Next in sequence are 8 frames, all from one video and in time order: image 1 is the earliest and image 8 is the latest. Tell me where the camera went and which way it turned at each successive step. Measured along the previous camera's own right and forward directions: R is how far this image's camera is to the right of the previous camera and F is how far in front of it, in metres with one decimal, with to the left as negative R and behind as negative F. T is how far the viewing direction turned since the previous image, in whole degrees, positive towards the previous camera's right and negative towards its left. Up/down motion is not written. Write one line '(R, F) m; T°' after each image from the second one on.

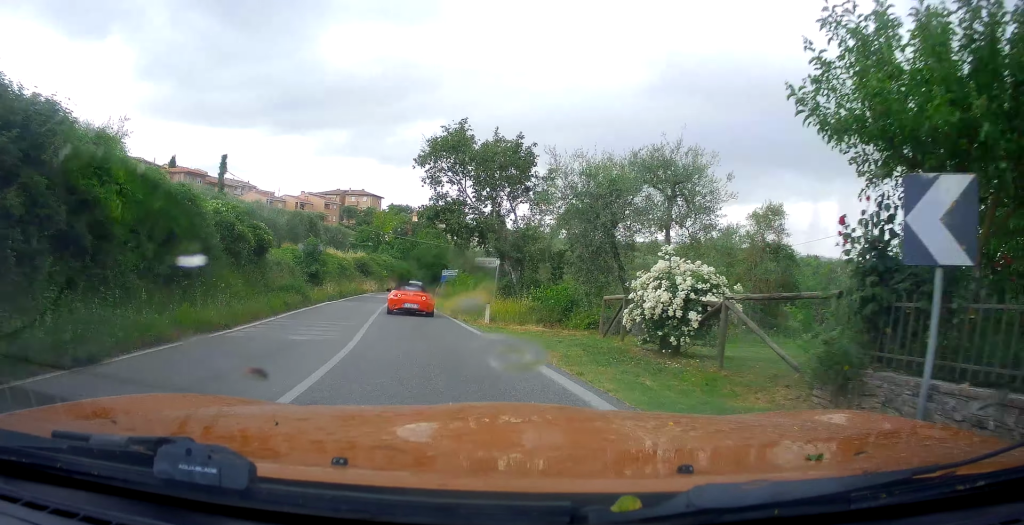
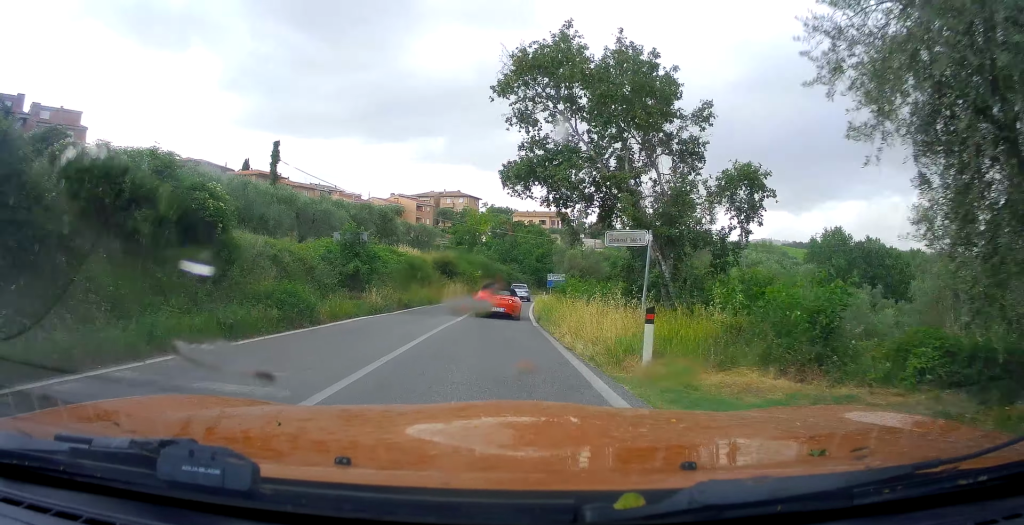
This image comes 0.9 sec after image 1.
(-1.3, +10.3) m; -10°
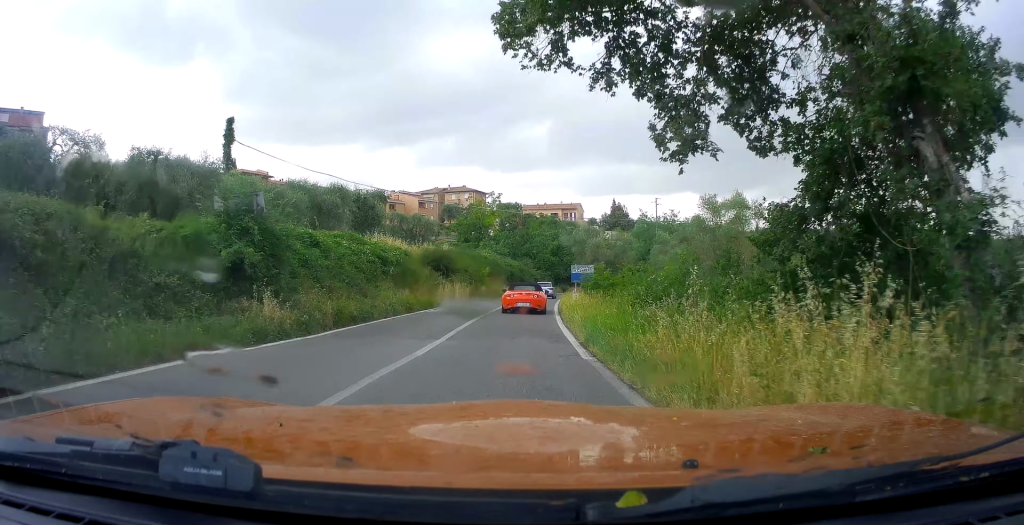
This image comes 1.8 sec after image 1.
(-0.7, +10.5) m; -2°
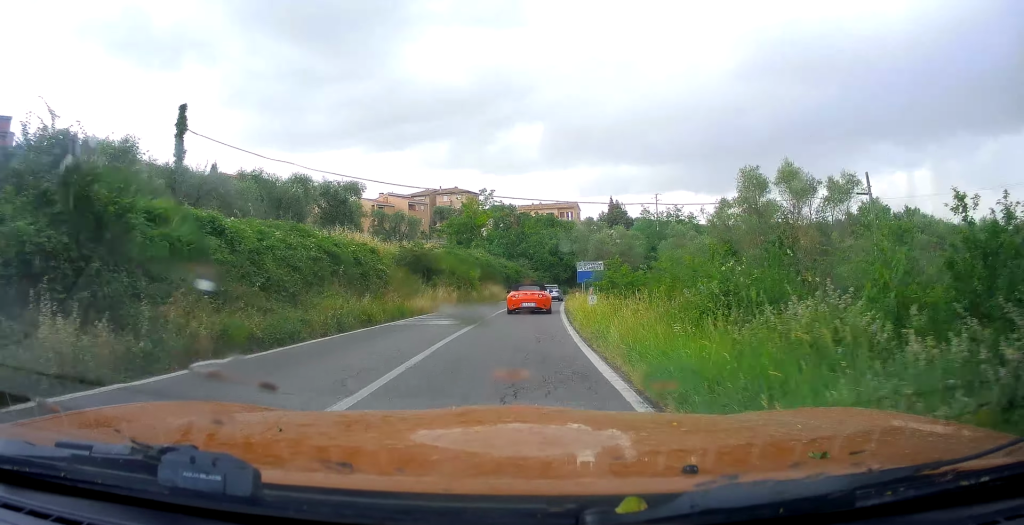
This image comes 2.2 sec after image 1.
(+0.2, +5.9) m; +1°
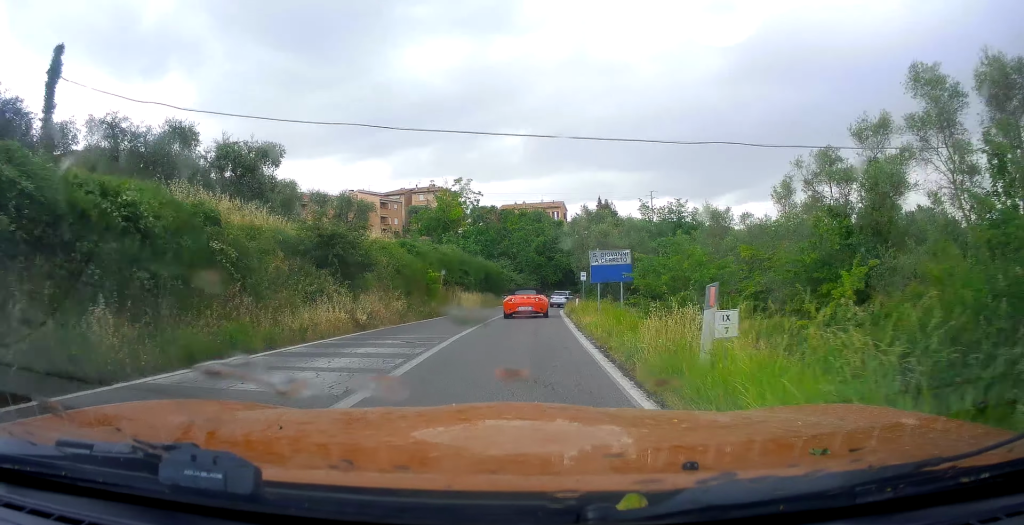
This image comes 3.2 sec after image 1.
(+0.2, +12.2) m; +1°
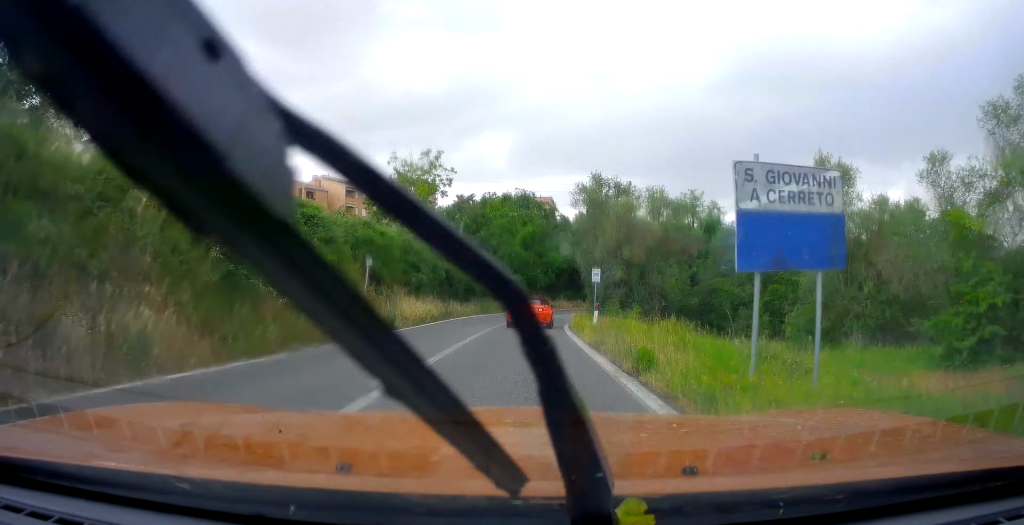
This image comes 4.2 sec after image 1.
(+0.1, +14.7) m; 0°
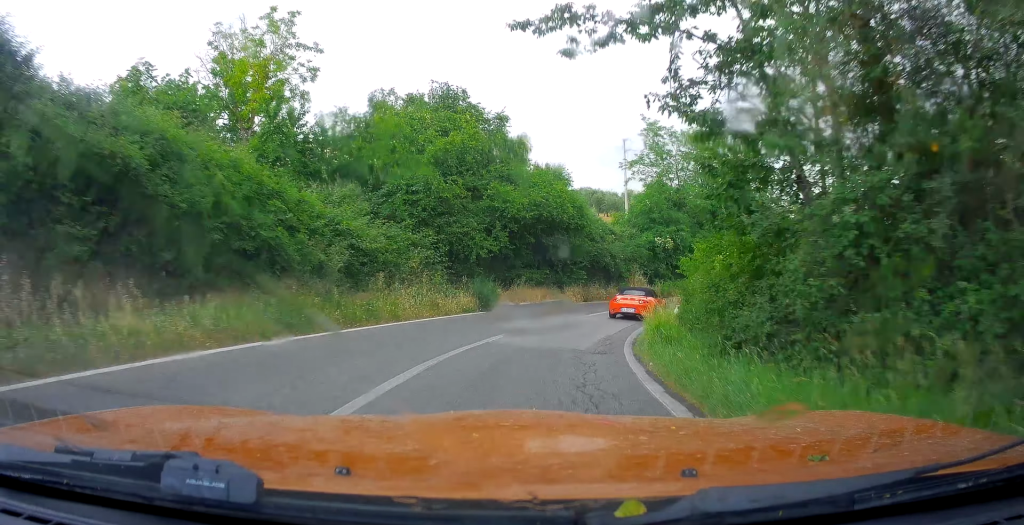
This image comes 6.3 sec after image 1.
(+0.8, +27.3) m; +9°
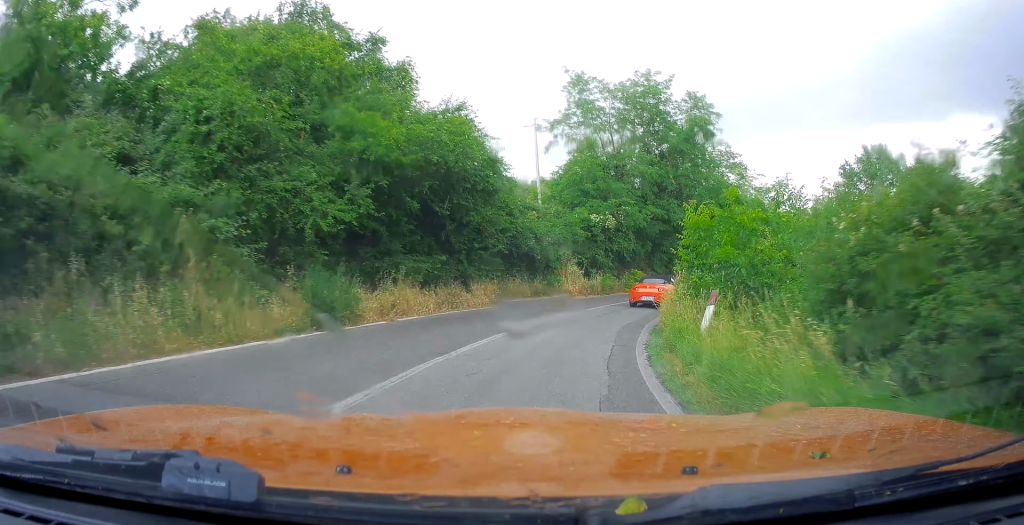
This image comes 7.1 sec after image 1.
(+0.7, +10.3) m; +7°
